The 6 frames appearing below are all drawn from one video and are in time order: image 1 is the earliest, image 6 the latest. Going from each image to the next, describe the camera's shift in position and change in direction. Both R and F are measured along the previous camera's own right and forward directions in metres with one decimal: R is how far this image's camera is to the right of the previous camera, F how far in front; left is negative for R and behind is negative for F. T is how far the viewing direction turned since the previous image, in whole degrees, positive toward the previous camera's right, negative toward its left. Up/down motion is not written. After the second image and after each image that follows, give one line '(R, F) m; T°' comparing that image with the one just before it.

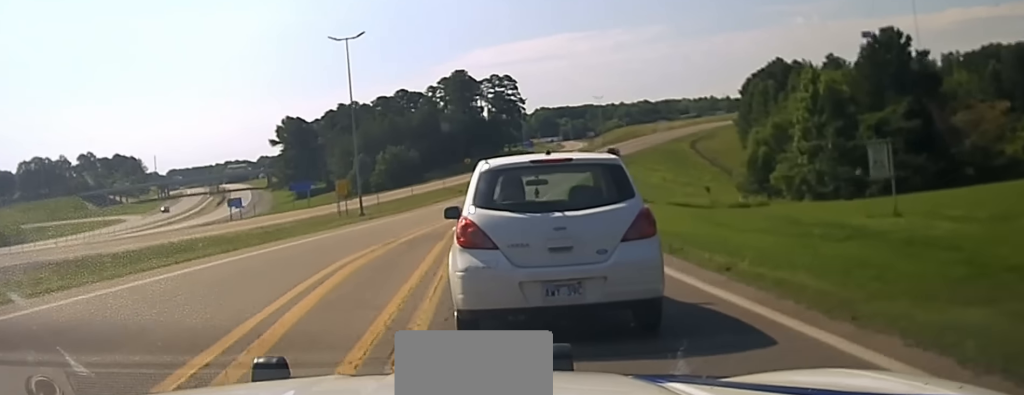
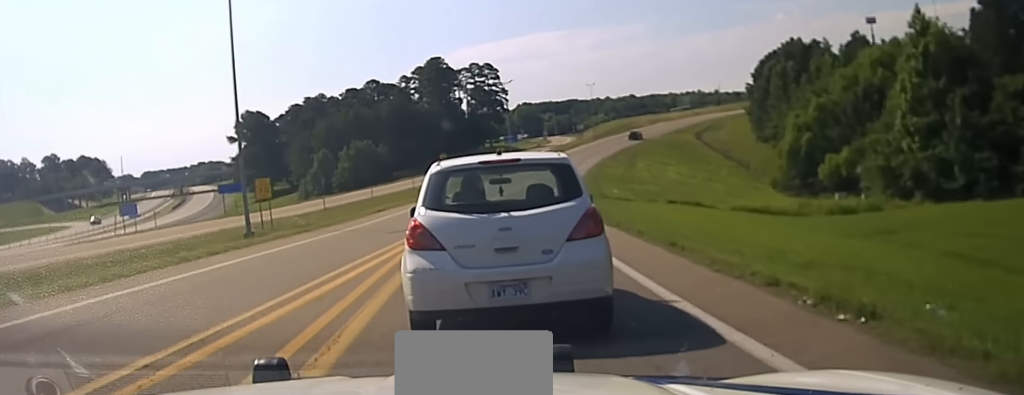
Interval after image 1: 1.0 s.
(-0.3, +23.3) m; 0°
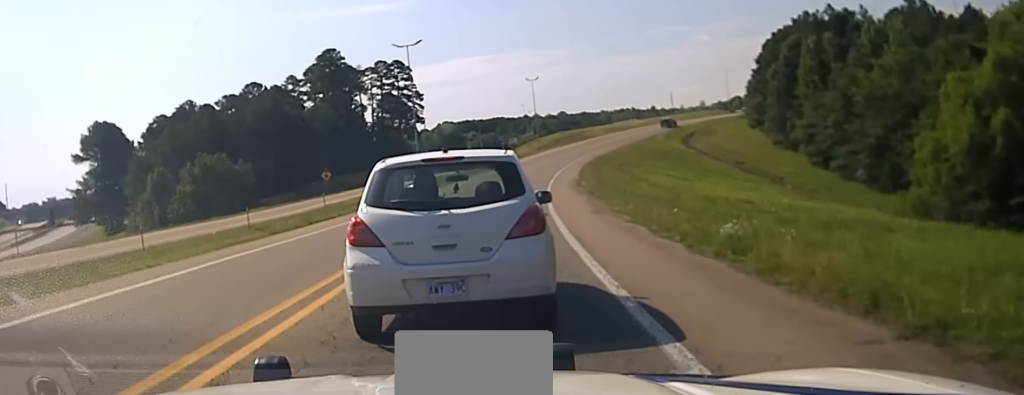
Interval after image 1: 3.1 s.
(+1.9, +55.1) m; +5°
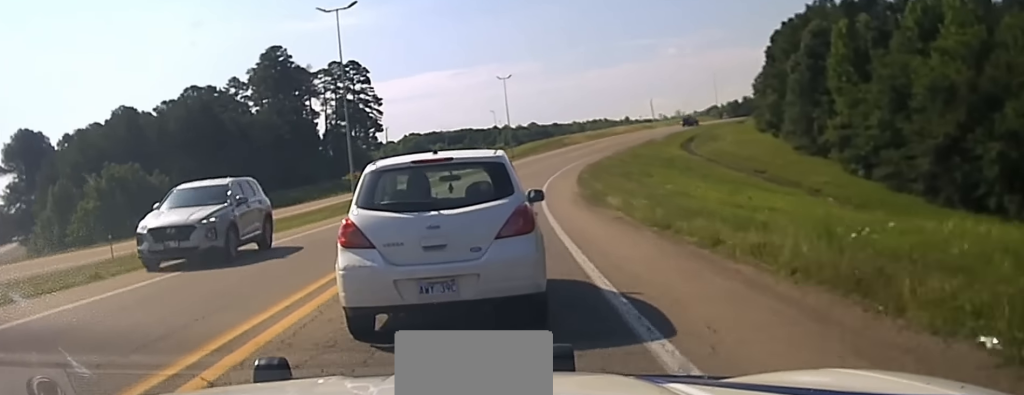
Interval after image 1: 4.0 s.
(+0.7, +23.5) m; +3°
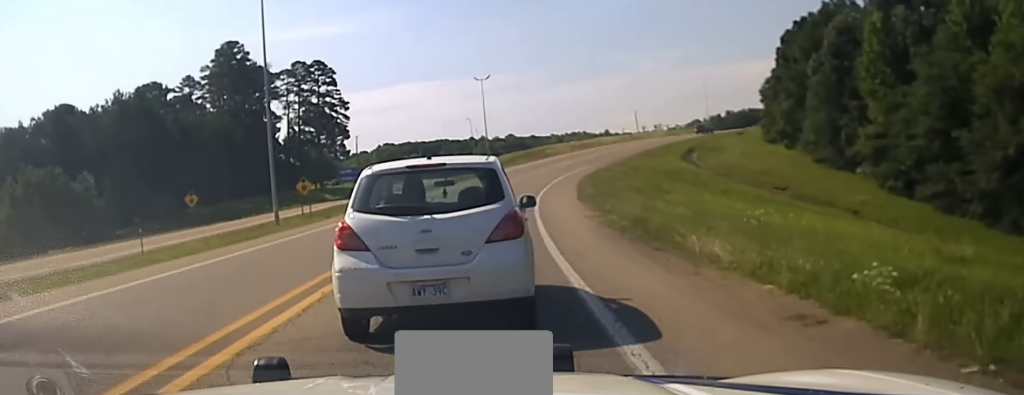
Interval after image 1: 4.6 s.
(+0.2, +17.1) m; +1°
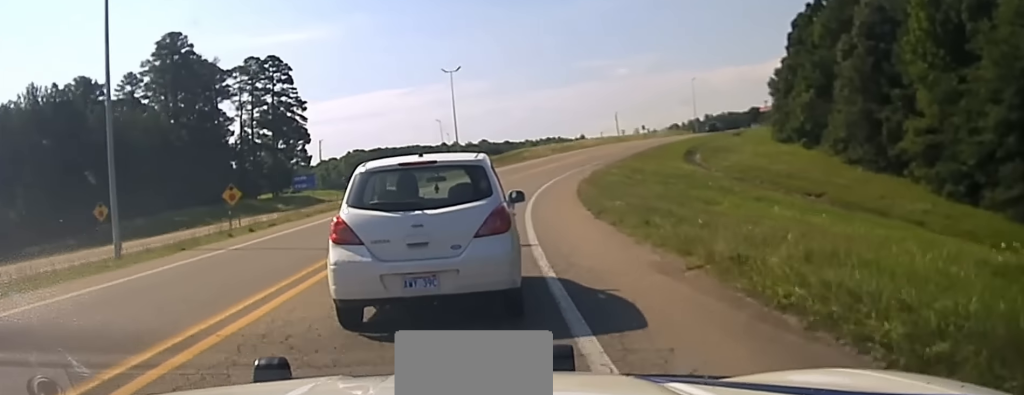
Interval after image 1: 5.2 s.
(+0.2, +14.3) m; +1°
